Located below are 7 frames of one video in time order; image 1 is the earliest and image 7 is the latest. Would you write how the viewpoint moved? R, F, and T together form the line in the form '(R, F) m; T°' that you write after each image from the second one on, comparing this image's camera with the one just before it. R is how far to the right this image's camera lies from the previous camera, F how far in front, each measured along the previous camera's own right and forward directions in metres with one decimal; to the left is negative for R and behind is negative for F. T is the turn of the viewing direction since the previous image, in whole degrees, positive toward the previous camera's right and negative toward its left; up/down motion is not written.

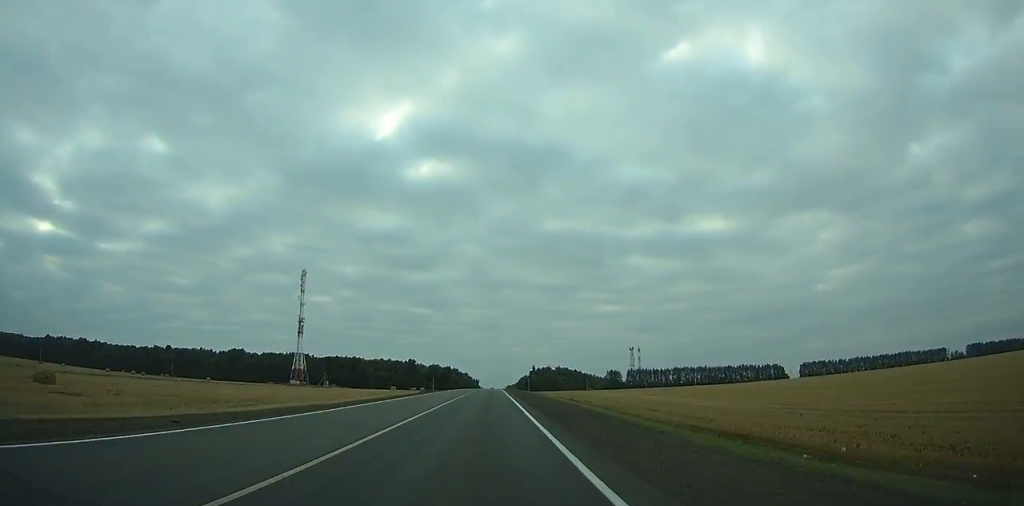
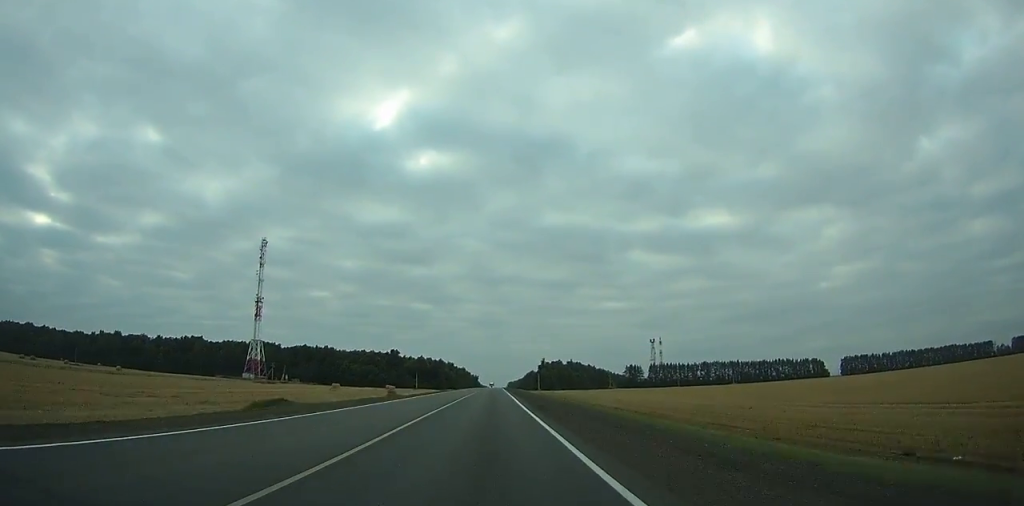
(-0.1, +76.2) m; -1°
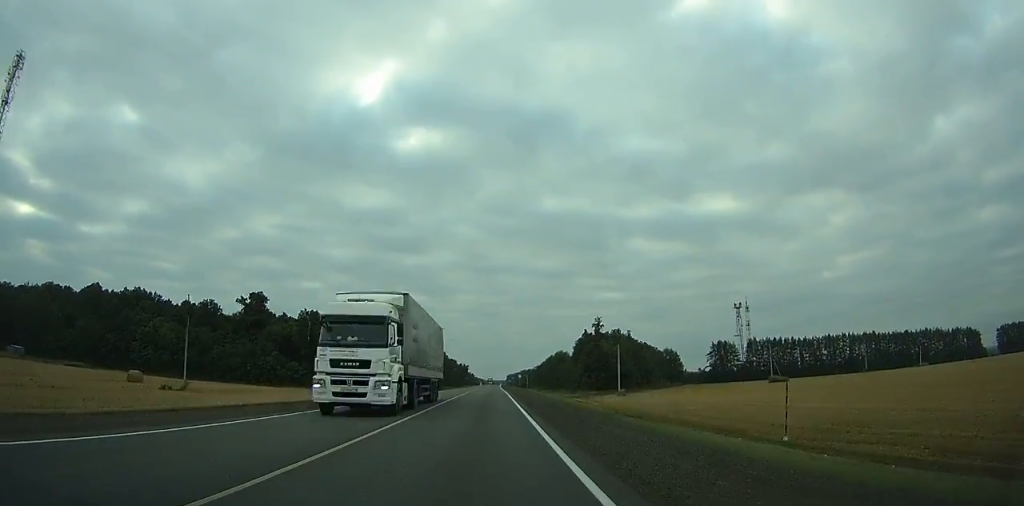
(+4.0, +192.6) m; +2°
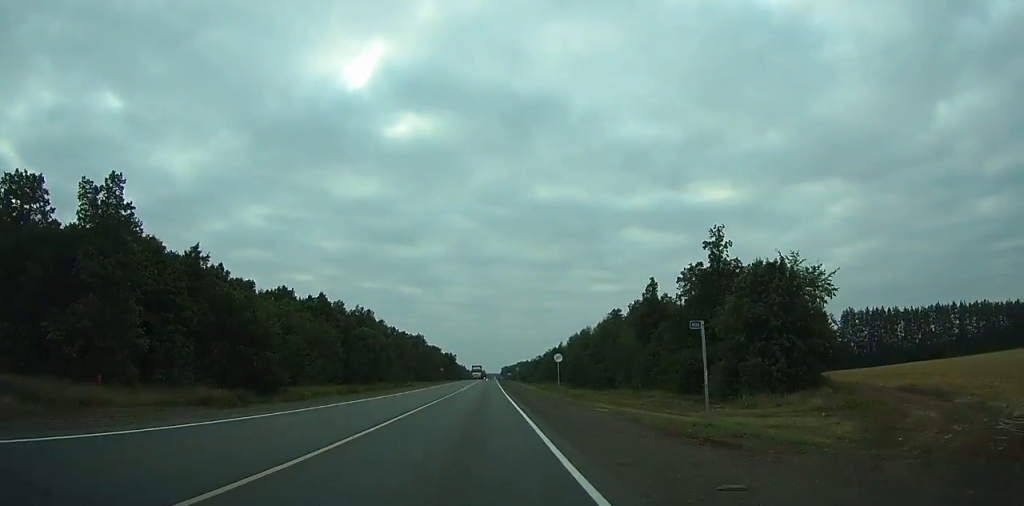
(-2.1, +86.2) m; -1°
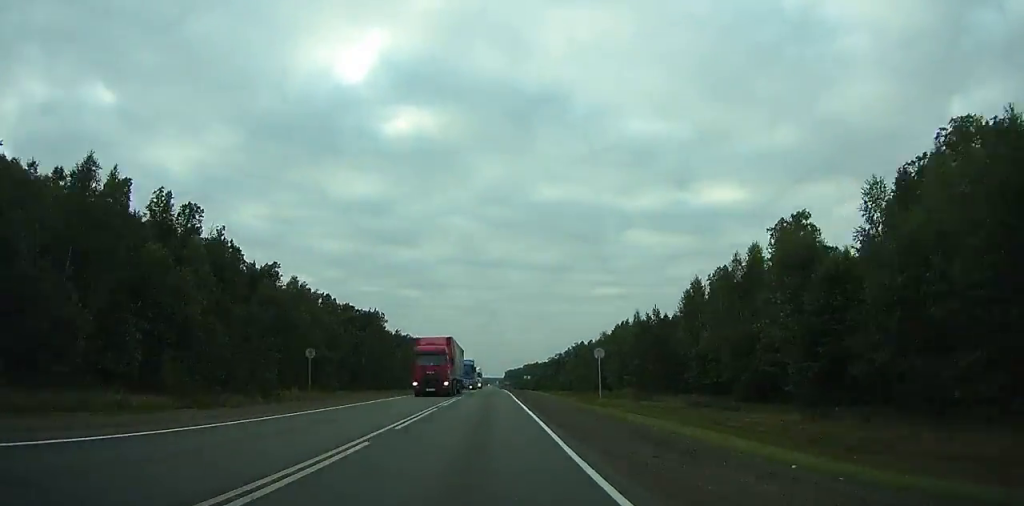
(+0.3, +110.0) m; 0°
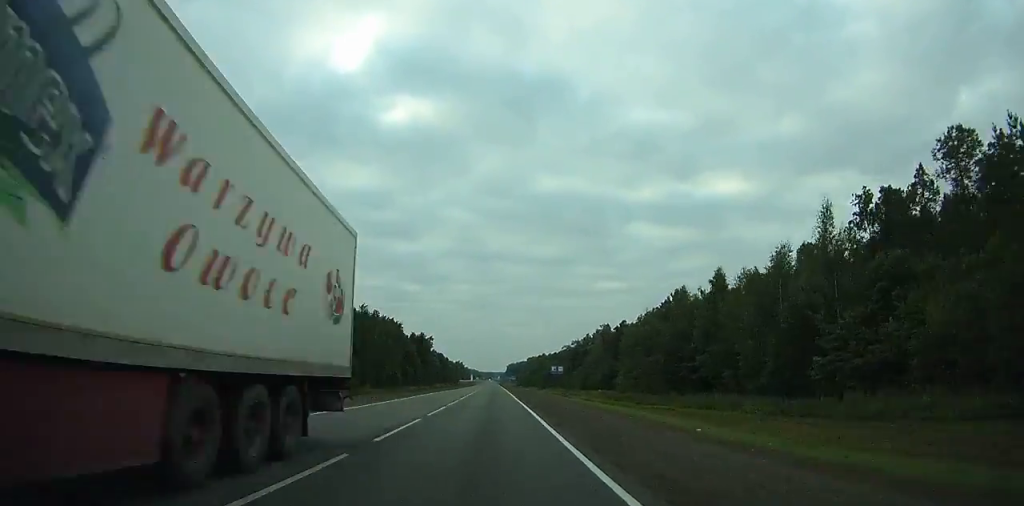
(0.0, +61.3) m; 0°
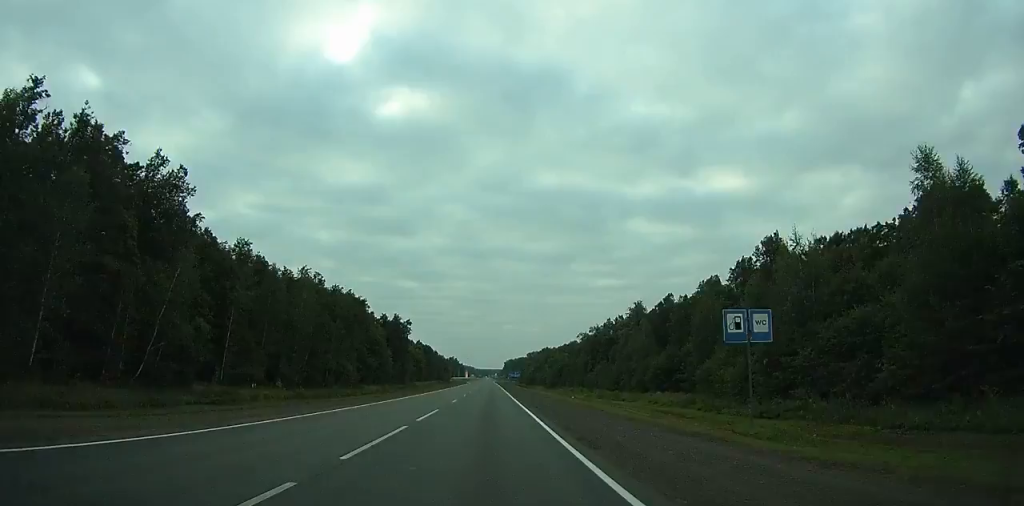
(-0.1, +53.0) m; 0°
